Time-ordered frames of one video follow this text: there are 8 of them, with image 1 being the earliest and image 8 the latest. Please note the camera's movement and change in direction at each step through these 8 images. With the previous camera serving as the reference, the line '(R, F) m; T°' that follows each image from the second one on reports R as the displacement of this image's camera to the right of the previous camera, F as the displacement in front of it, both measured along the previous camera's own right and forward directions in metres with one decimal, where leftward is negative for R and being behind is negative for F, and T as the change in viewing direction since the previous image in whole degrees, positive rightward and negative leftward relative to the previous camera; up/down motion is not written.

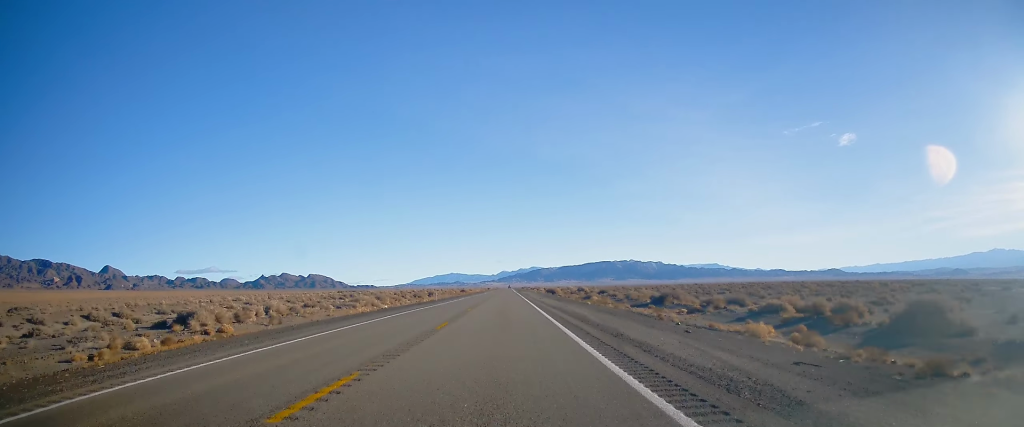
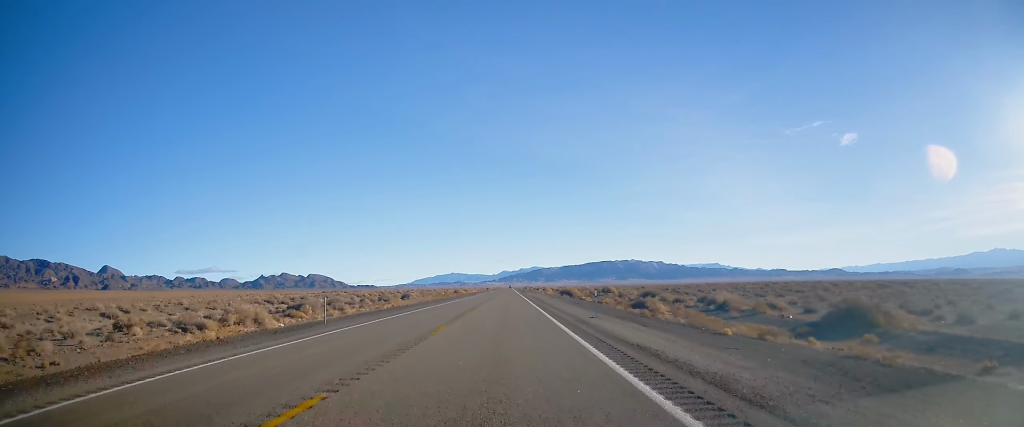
(-0.3, +37.6) m; -1°
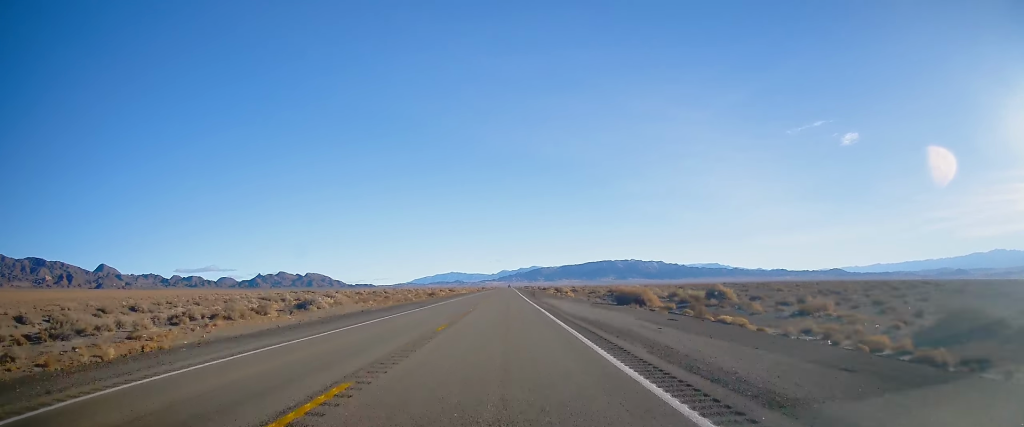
(+0.3, +59.3) m; +1°
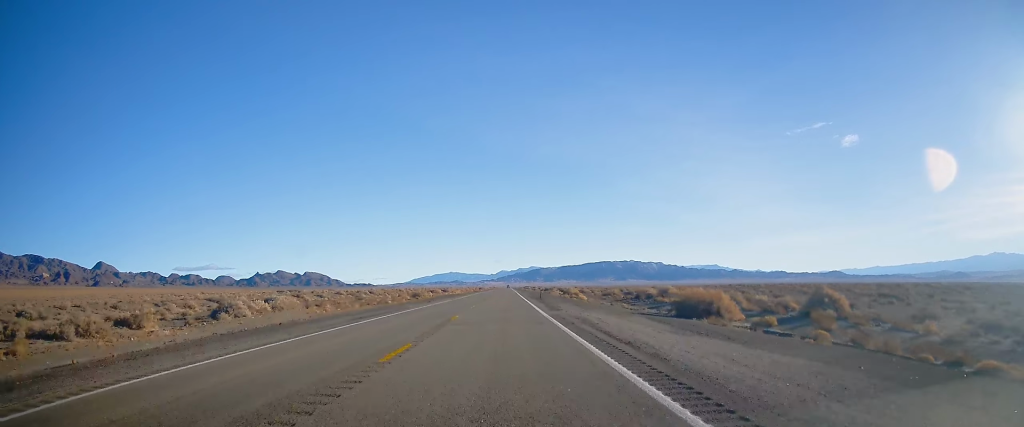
(0.0, +19.2) m; 0°
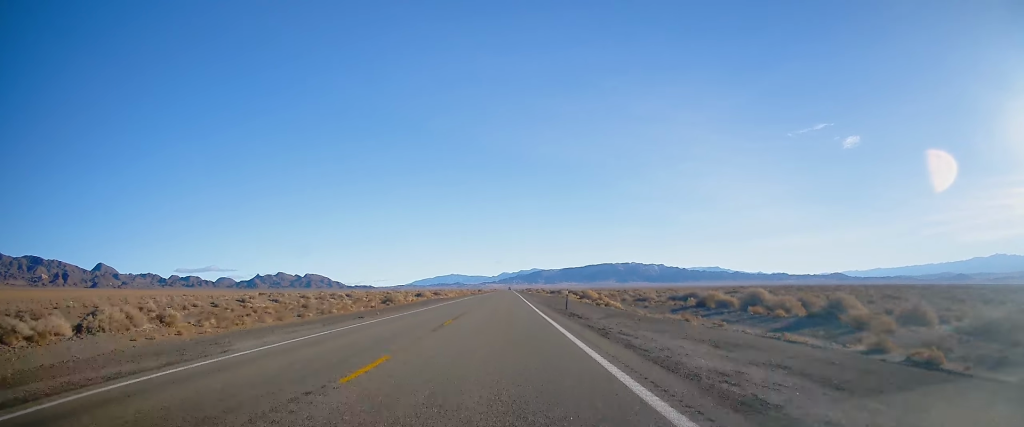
(-0.1, +26.4) m; 0°
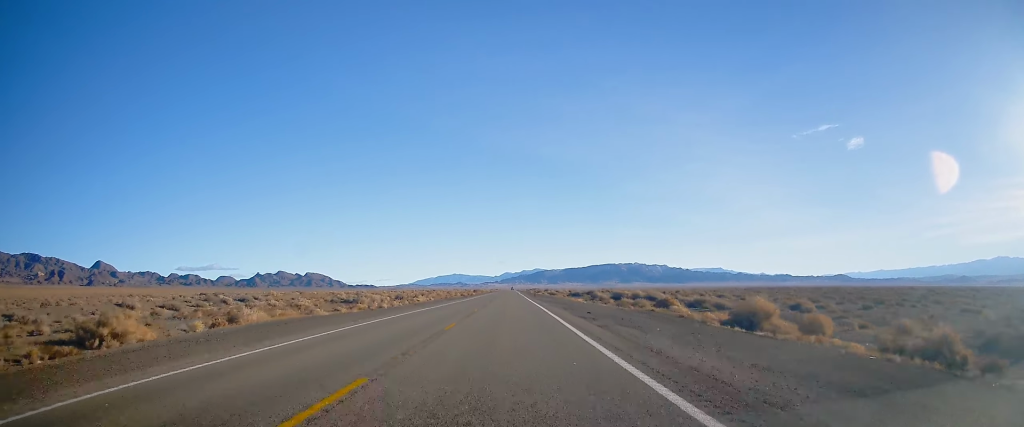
(+0.3, +63.4) m; 0°
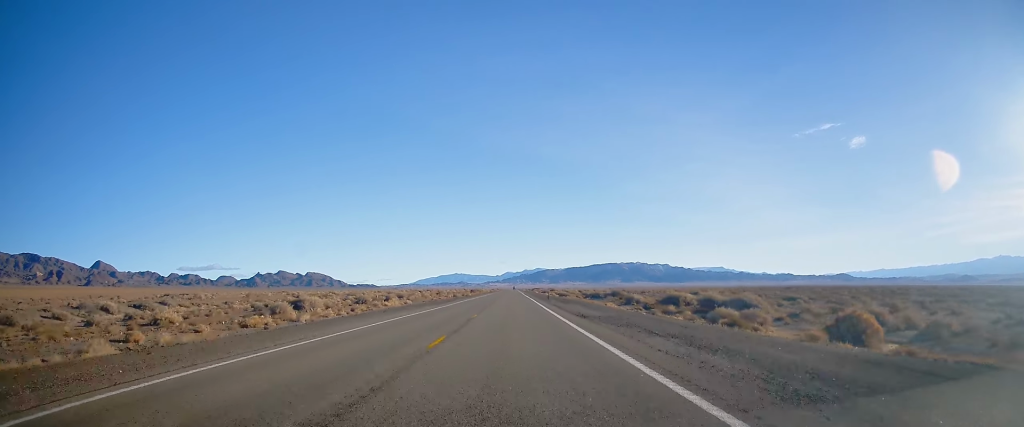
(-0.3, +28.8) m; 0°
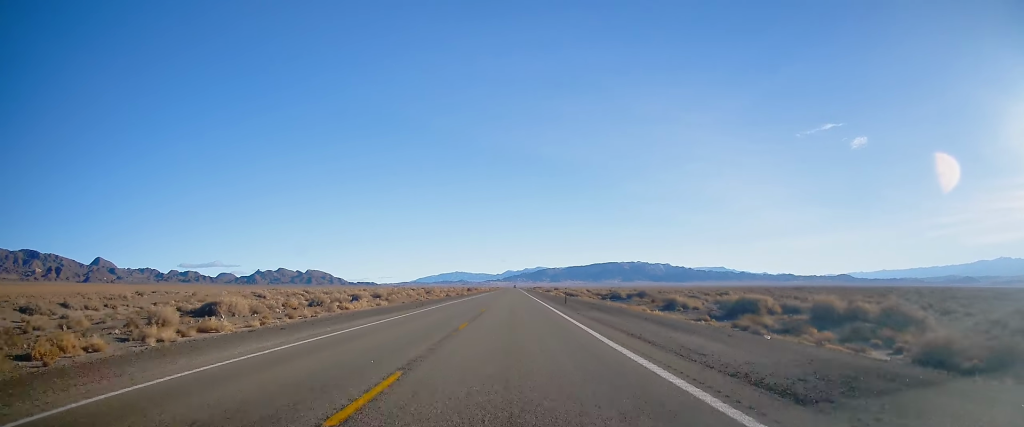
(0.0, +19.2) m; 0°
